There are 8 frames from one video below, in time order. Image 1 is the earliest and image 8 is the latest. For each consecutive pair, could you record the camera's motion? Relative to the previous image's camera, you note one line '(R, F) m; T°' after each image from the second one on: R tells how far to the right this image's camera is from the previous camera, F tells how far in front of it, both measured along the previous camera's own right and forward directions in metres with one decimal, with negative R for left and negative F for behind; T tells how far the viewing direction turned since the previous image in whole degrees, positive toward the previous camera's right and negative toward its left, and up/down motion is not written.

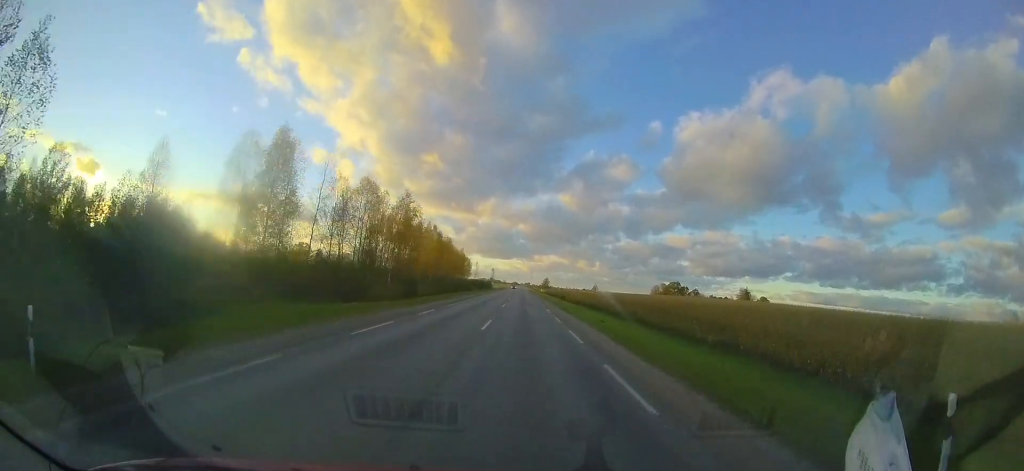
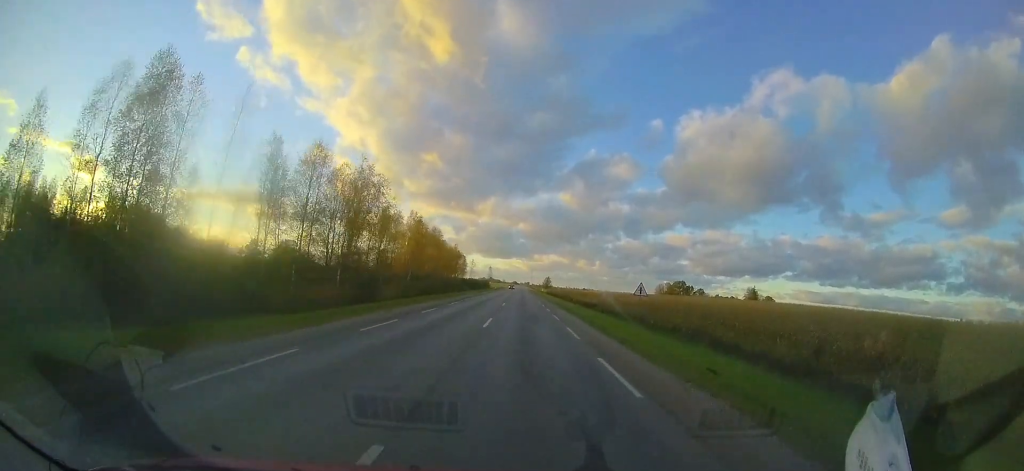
(+0.1, +11.0) m; 0°
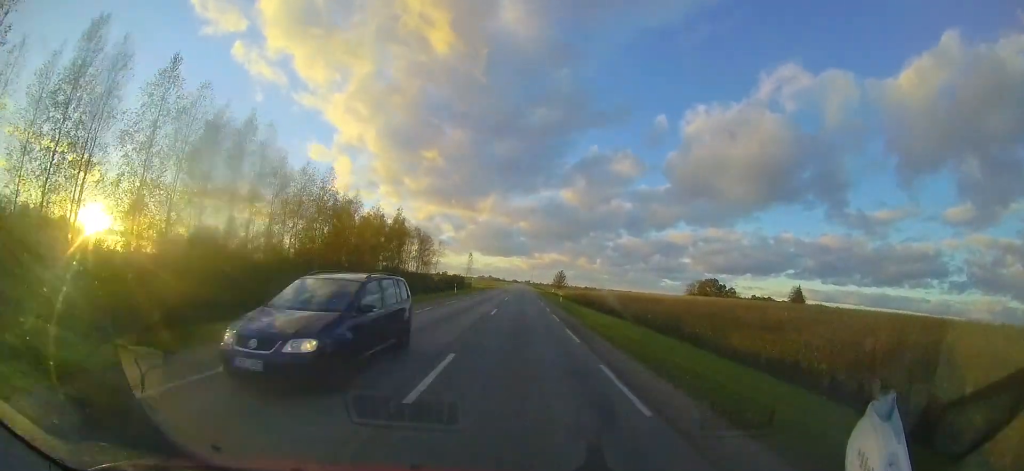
(0.0, +55.1) m; 0°
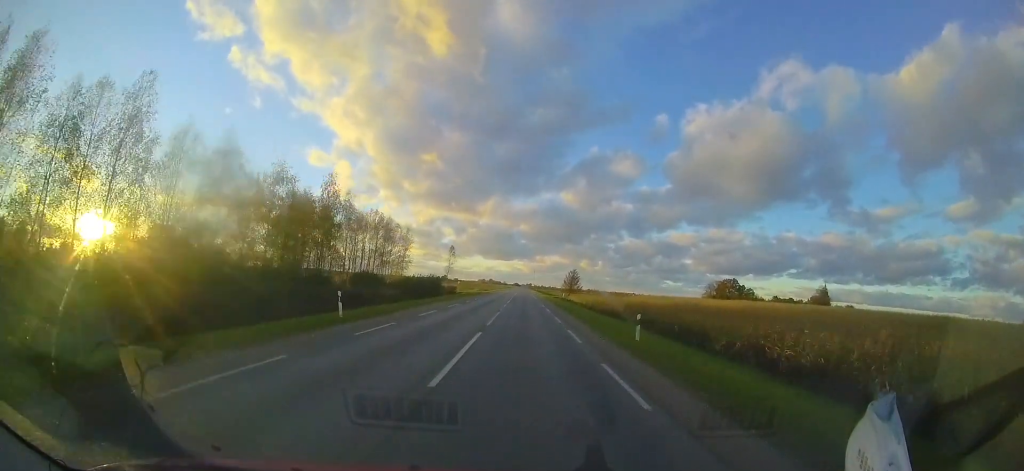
(-0.2, +23.8) m; 0°
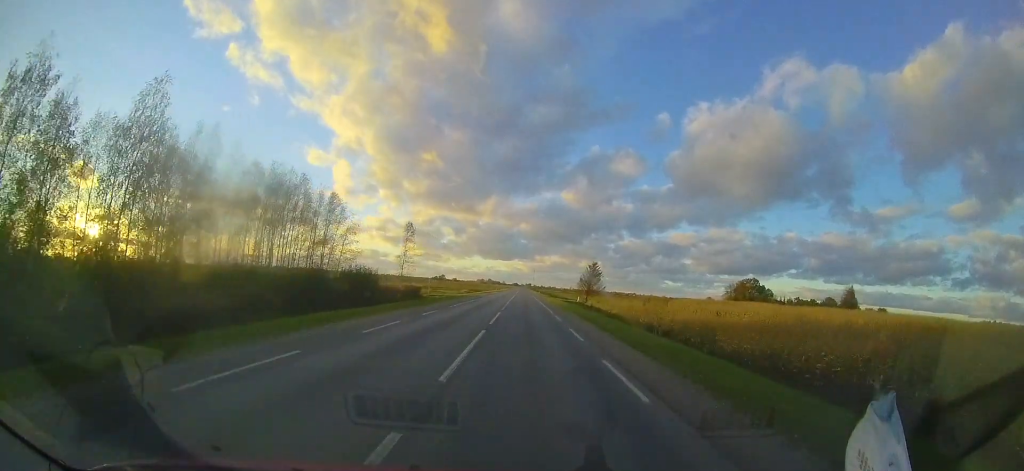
(+0.2, +23.8) m; 0°
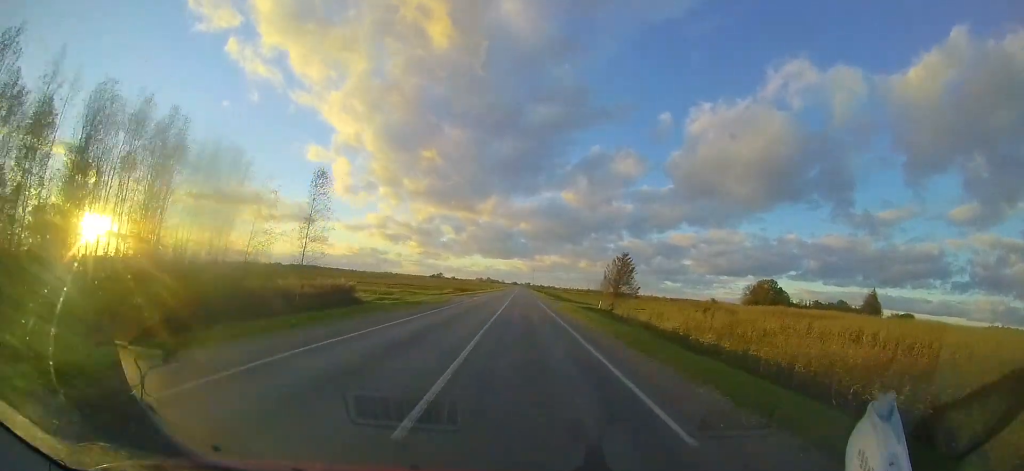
(-0.1, +18.1) m; 0°
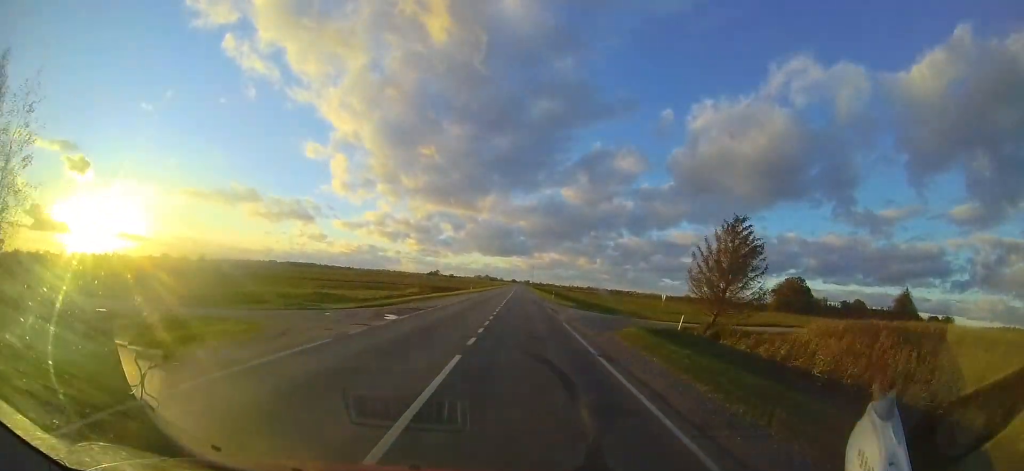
(+0.1, +23.7) m; 0°
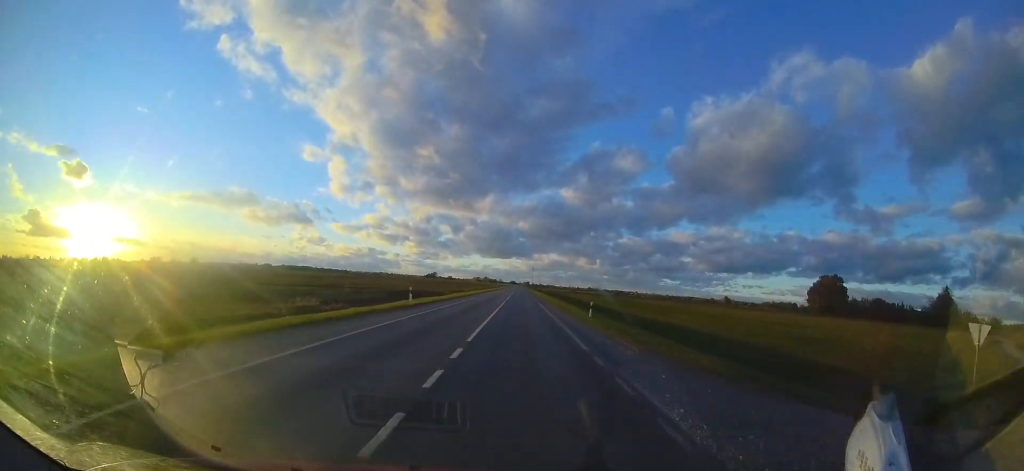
(+0.1, +25.6) m; 0°
